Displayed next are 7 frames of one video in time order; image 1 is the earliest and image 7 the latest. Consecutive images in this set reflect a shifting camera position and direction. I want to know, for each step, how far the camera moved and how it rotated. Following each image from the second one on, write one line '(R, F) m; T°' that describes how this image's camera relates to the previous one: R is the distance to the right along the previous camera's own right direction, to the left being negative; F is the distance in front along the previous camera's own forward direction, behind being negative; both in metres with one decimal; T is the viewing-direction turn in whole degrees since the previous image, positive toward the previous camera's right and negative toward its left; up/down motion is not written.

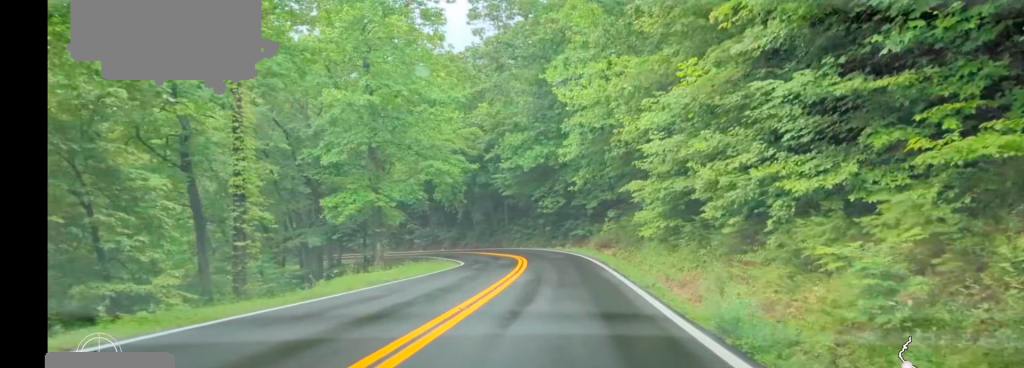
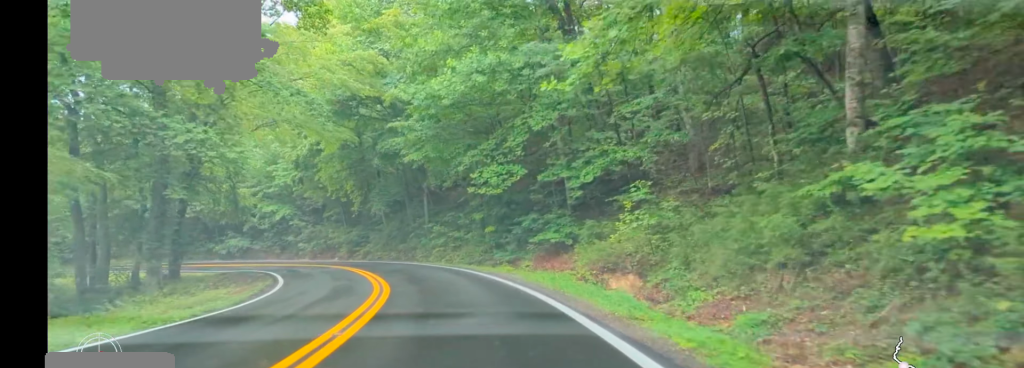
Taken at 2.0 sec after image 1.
(+1.7, +27.6) m; +2°
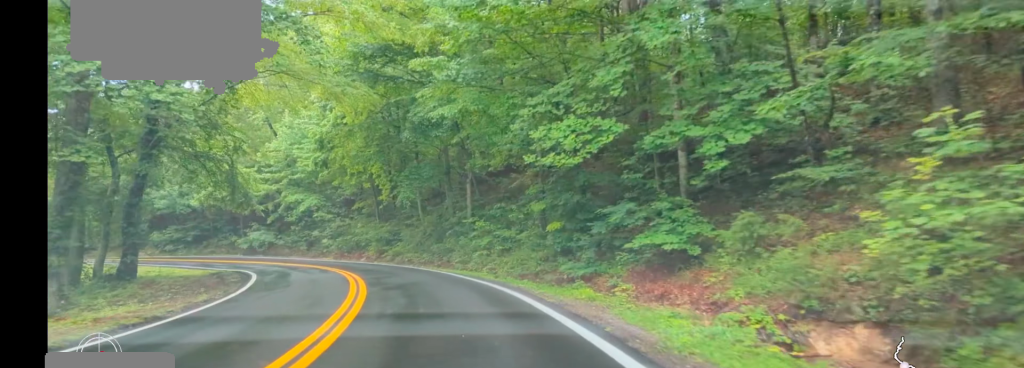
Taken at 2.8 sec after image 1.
(-0.2, +9.8) m; -5°
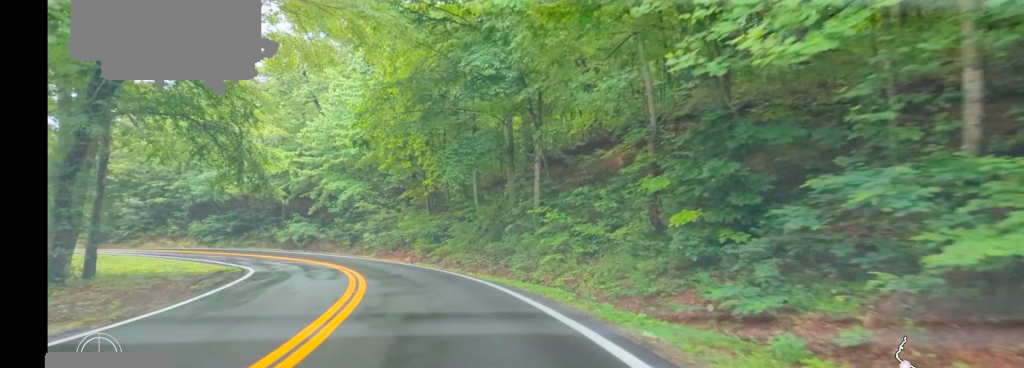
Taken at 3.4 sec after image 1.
(0.0, +8.8) m; -7°
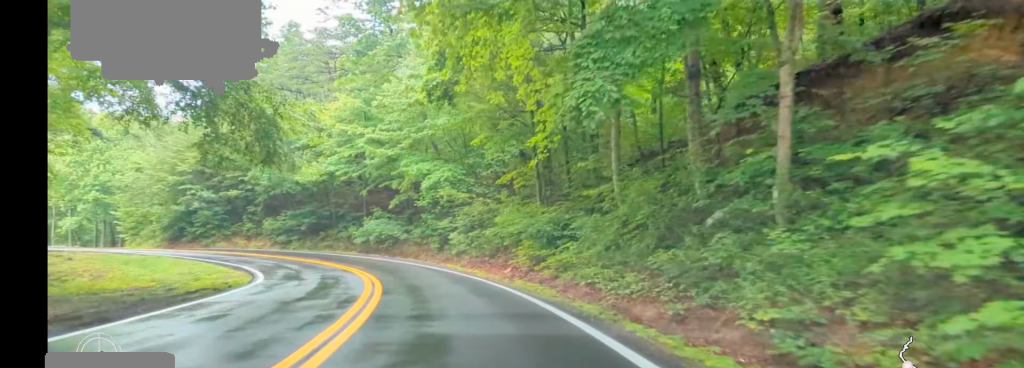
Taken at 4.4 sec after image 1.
(-1.6, +12.9) m; -7°
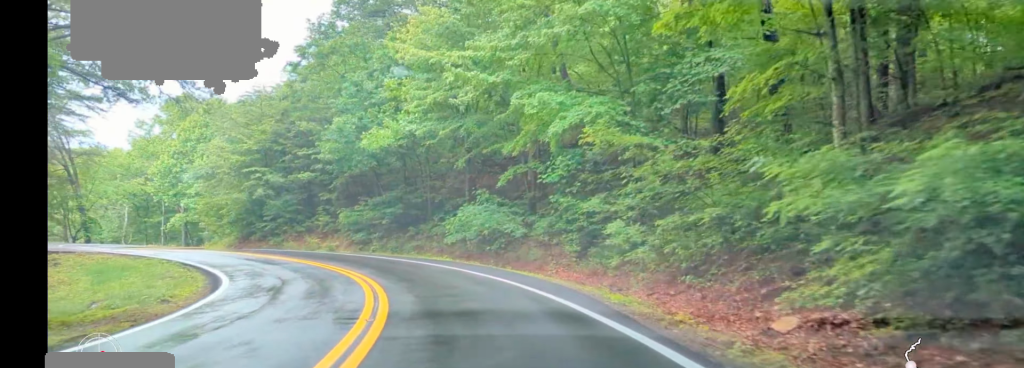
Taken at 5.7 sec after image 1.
(-0.8, +16.5) m; -10°
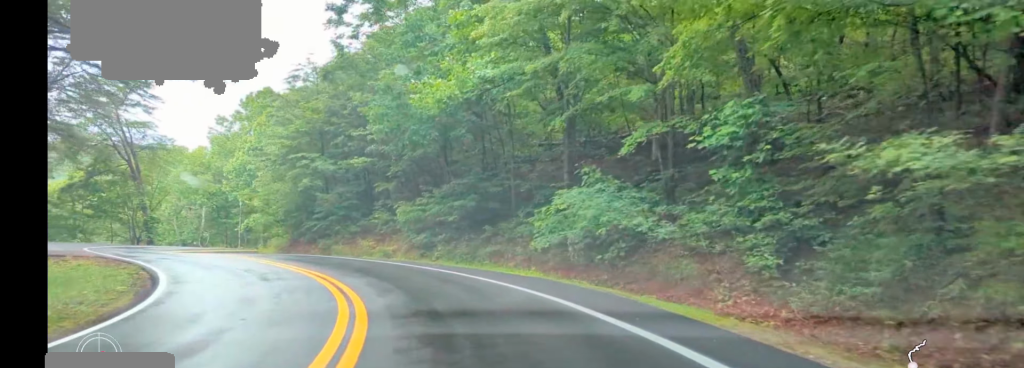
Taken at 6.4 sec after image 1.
(-0.8, +9.7) m; -9°
